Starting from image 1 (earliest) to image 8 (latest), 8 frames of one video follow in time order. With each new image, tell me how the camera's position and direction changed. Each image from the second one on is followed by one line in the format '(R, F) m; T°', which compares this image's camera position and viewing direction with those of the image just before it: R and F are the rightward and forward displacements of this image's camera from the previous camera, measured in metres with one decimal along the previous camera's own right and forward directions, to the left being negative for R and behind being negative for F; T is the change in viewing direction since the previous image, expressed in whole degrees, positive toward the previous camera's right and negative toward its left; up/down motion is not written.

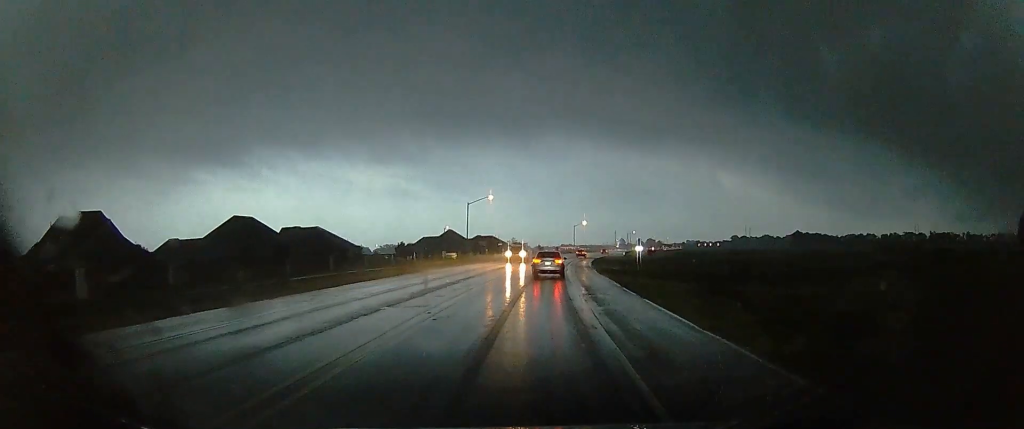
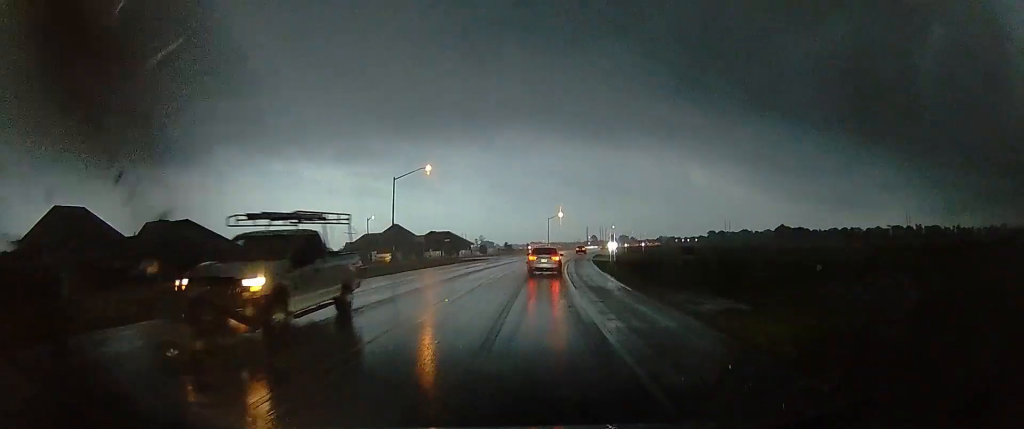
(+3.1, +34.0) m; +4°
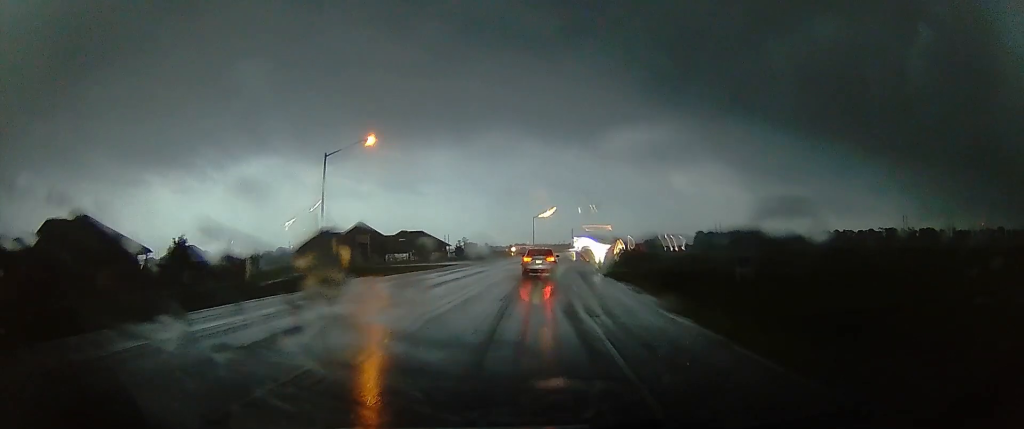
(0.0, +18.0) m; +1°
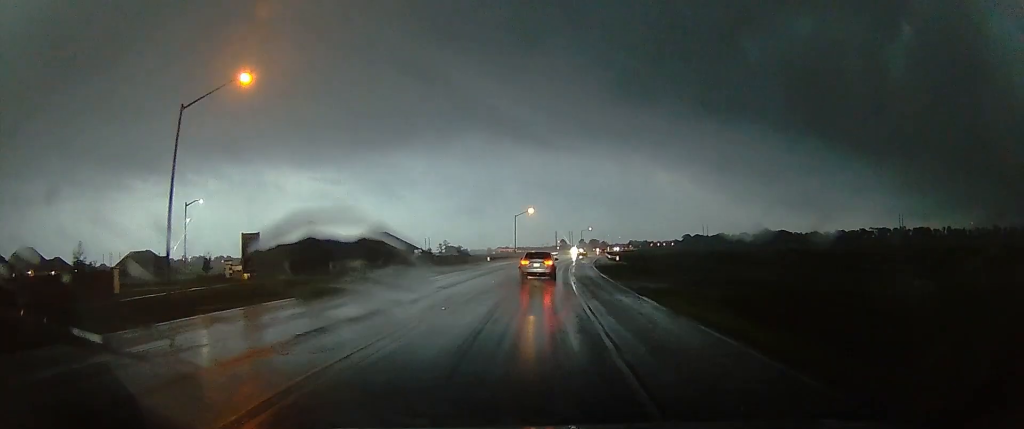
(+0.5, +19.1) m; +2°
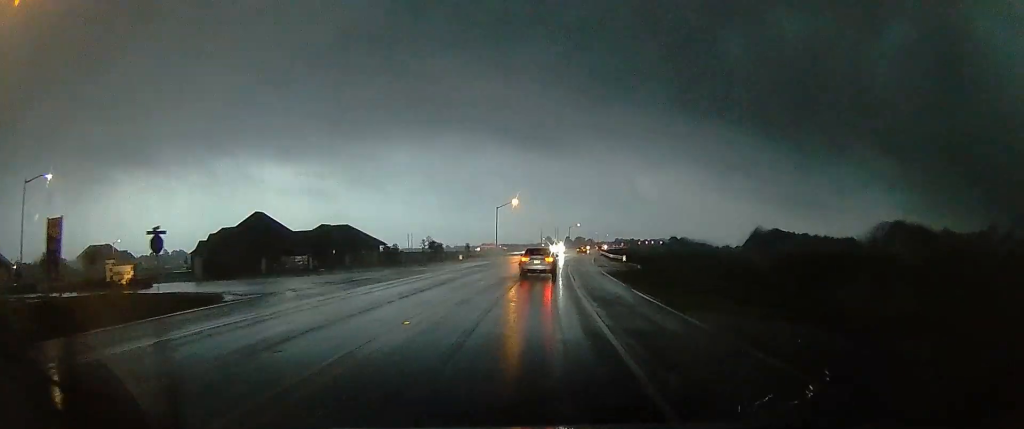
(+0.1, +16.3) m; +1°
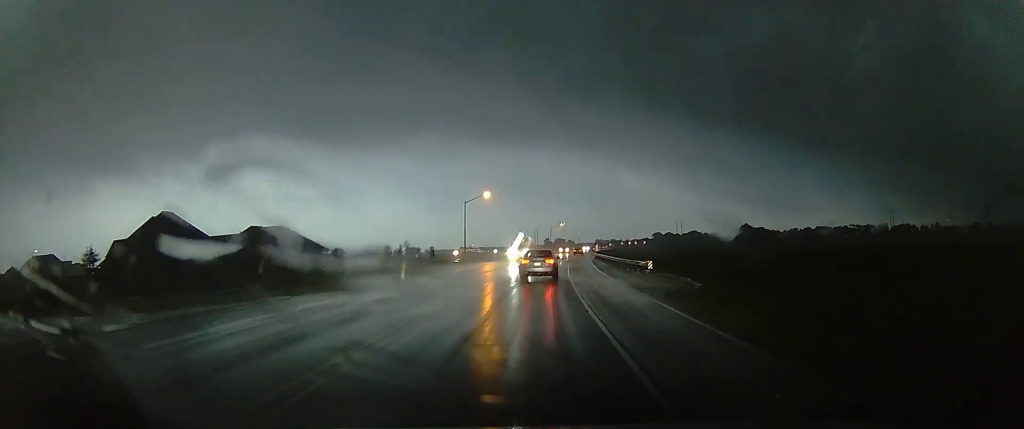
(0.0, +20.9) m; +3°
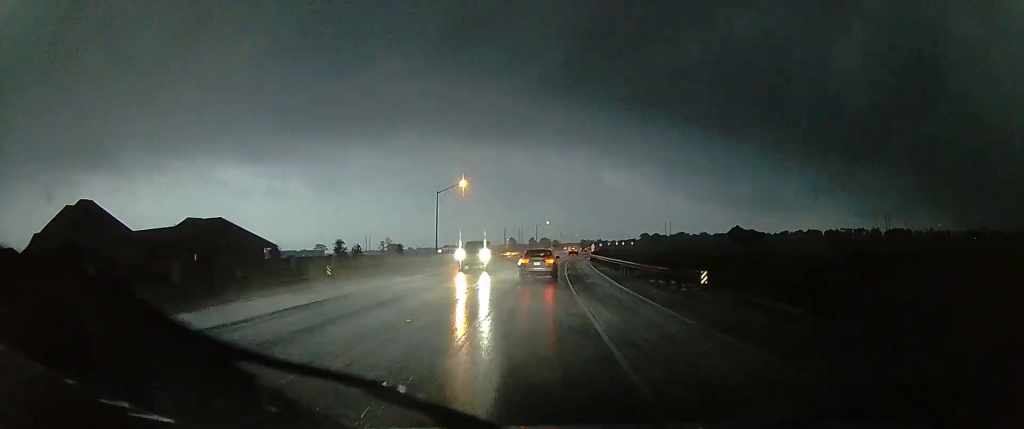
(+0.6, +14.2) m; +2°
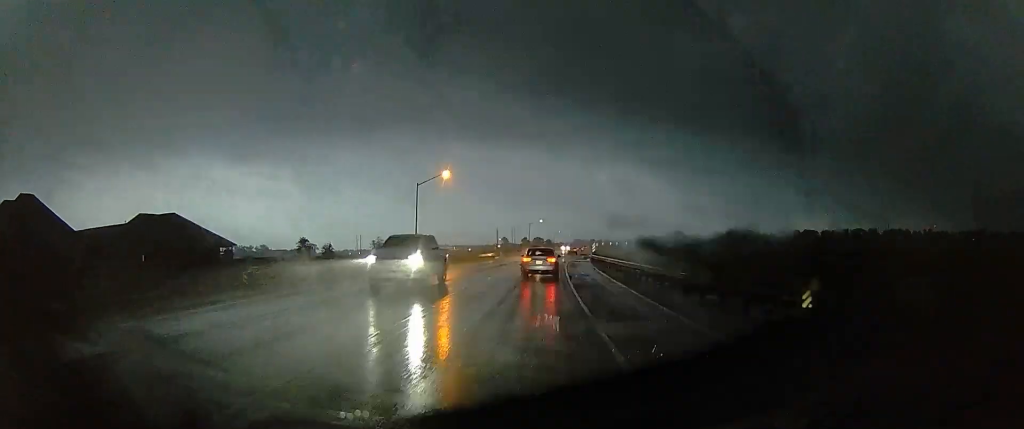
(0.0, +9.5) m; 0°
